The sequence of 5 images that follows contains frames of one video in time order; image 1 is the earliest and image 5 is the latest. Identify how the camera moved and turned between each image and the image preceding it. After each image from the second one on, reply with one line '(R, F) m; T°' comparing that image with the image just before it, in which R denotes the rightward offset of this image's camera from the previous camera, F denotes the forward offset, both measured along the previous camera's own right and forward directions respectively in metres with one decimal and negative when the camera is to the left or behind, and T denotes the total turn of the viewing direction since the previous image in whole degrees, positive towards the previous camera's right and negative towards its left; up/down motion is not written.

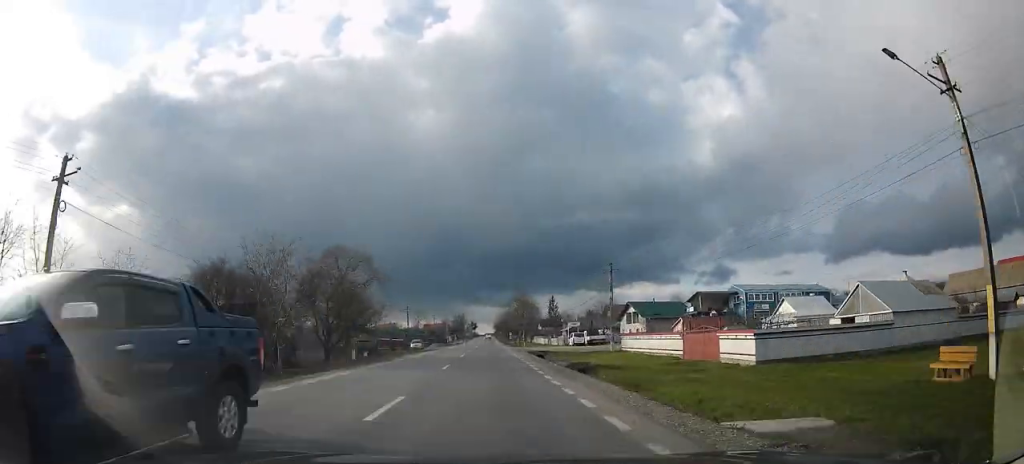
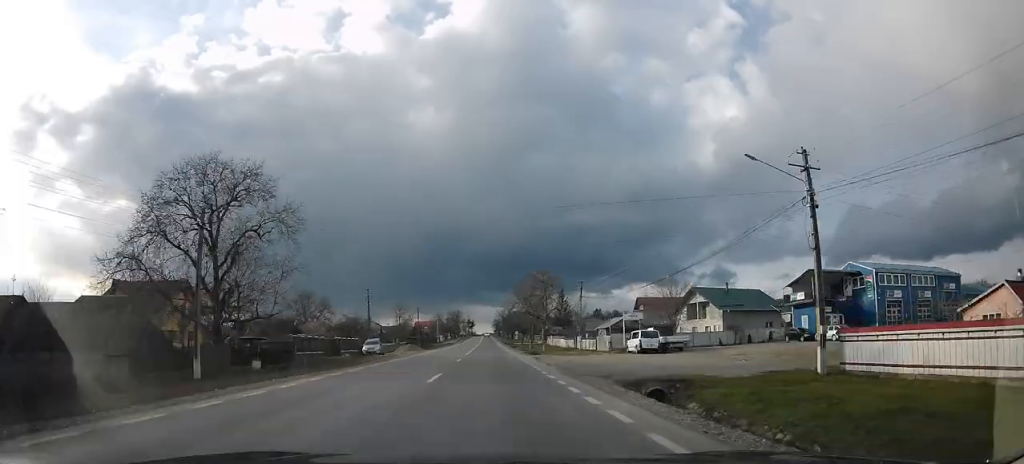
(-0.1, +30.5) m; 0°
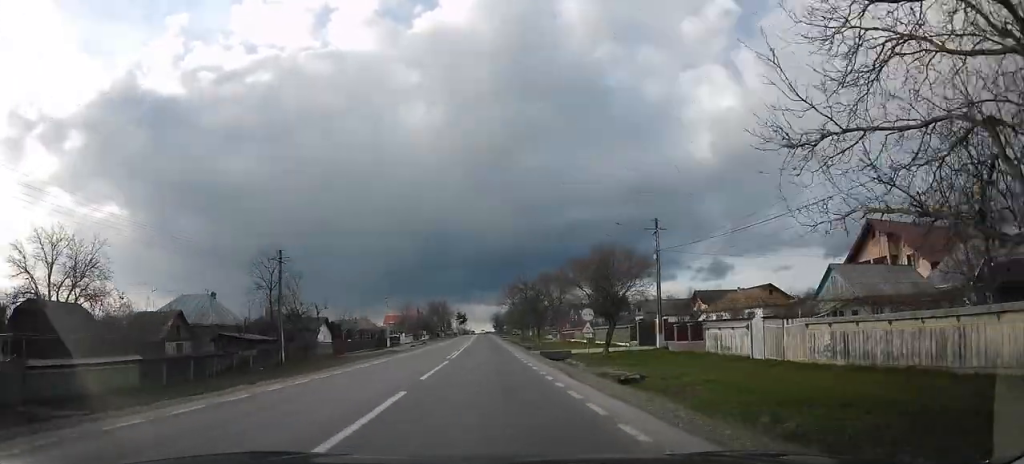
(0.0, +72.1) m; 0°
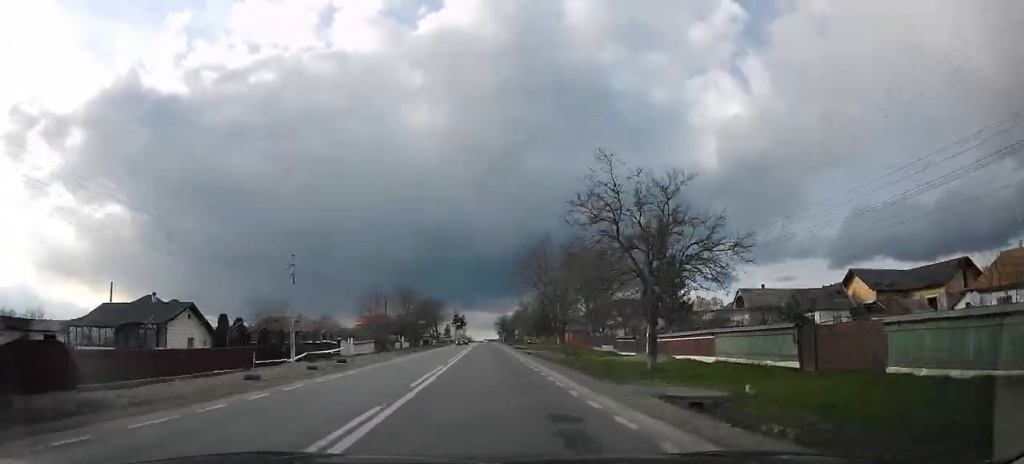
(-0.3, +40.3) m; -1°
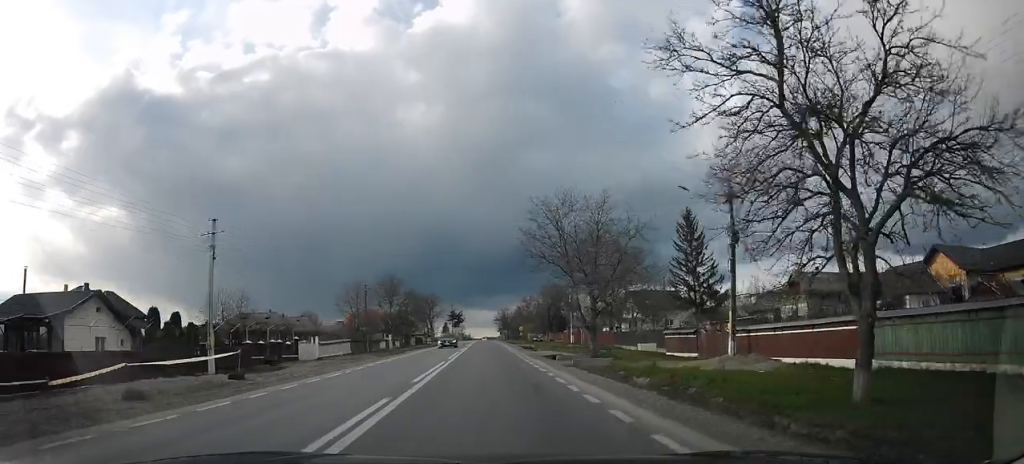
(0.0, +12.2) m; 0°
